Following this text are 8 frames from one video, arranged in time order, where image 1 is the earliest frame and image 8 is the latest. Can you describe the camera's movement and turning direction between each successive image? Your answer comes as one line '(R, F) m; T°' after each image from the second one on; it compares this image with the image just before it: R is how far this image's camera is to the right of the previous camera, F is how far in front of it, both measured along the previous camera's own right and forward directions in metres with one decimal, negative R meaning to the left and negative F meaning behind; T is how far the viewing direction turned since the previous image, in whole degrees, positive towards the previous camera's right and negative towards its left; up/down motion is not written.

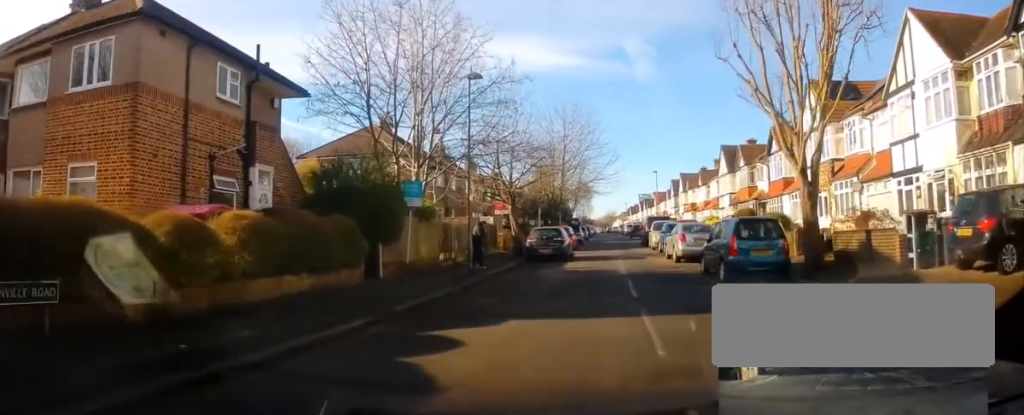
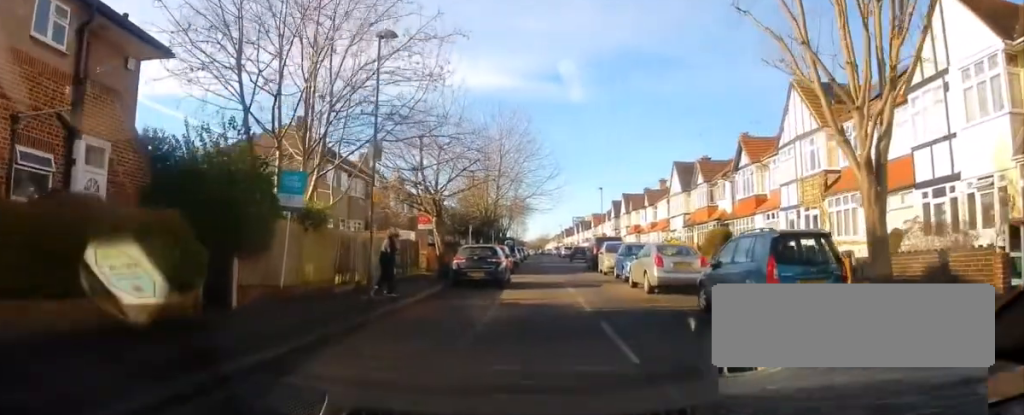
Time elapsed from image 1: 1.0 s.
(+0.2, +5.1) m; +2°
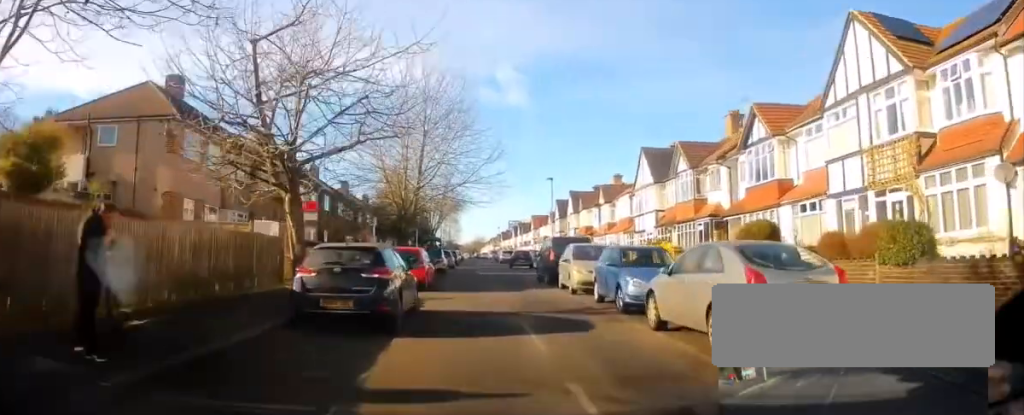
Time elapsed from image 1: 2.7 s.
(+0.5, +9.9) m; +5°
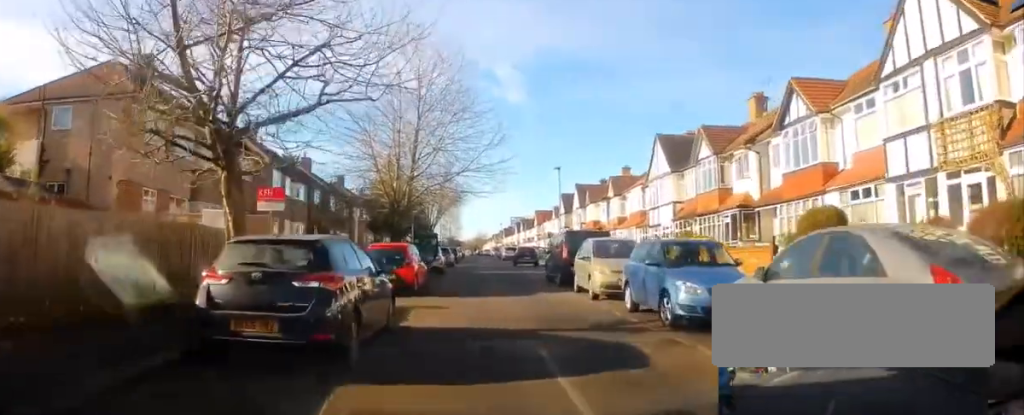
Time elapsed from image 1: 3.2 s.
(+0.3, +3.2) m; 0°
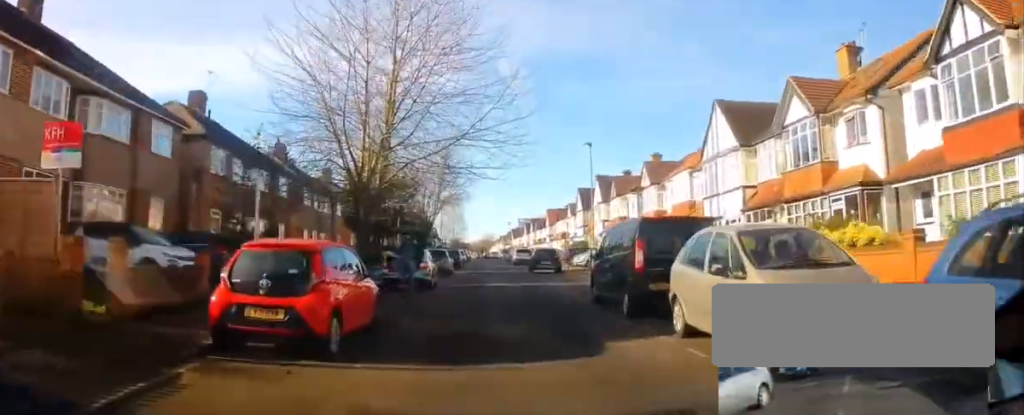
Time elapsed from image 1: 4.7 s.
(-0.3, +9.3) m; 0°
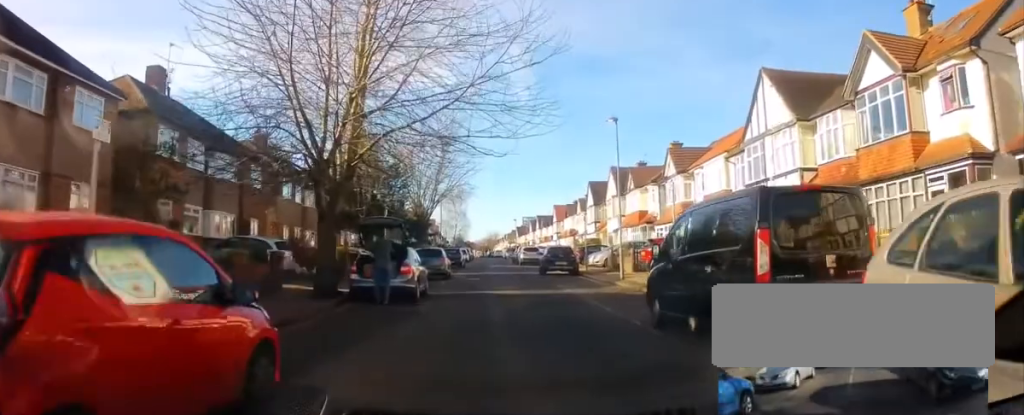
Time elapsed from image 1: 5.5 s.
(+0.2, +5.0) m; 0°
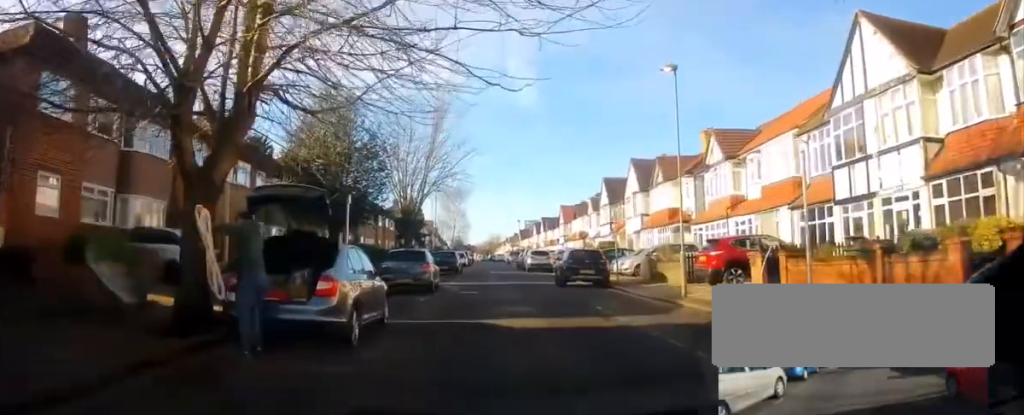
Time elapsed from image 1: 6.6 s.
(-0.3, +7.0) m; 0°
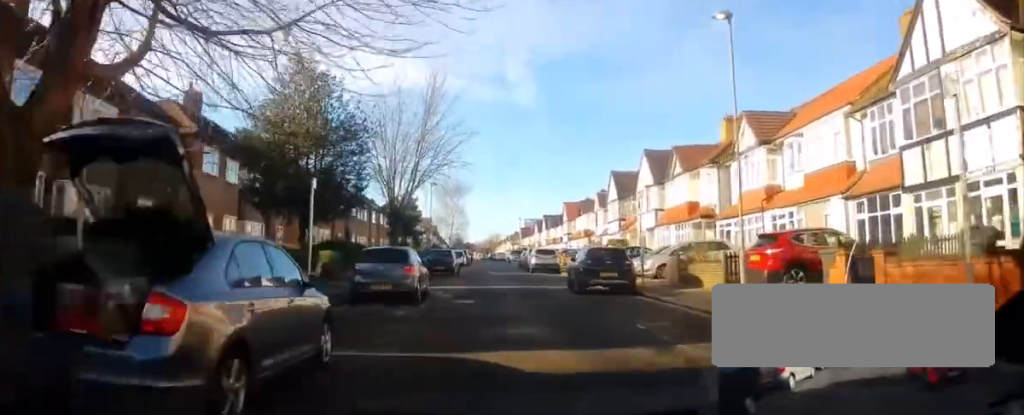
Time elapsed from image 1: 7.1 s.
(+0.3, +3.6) m; 0°
